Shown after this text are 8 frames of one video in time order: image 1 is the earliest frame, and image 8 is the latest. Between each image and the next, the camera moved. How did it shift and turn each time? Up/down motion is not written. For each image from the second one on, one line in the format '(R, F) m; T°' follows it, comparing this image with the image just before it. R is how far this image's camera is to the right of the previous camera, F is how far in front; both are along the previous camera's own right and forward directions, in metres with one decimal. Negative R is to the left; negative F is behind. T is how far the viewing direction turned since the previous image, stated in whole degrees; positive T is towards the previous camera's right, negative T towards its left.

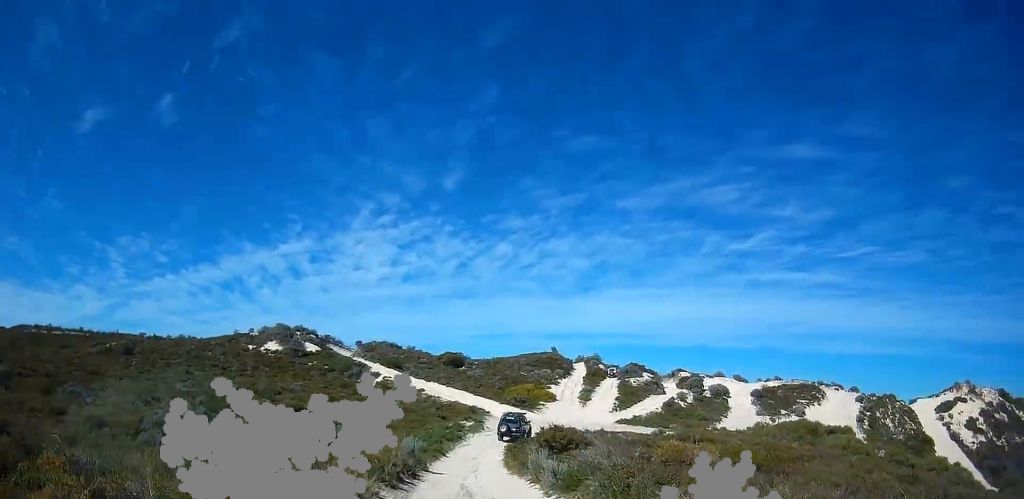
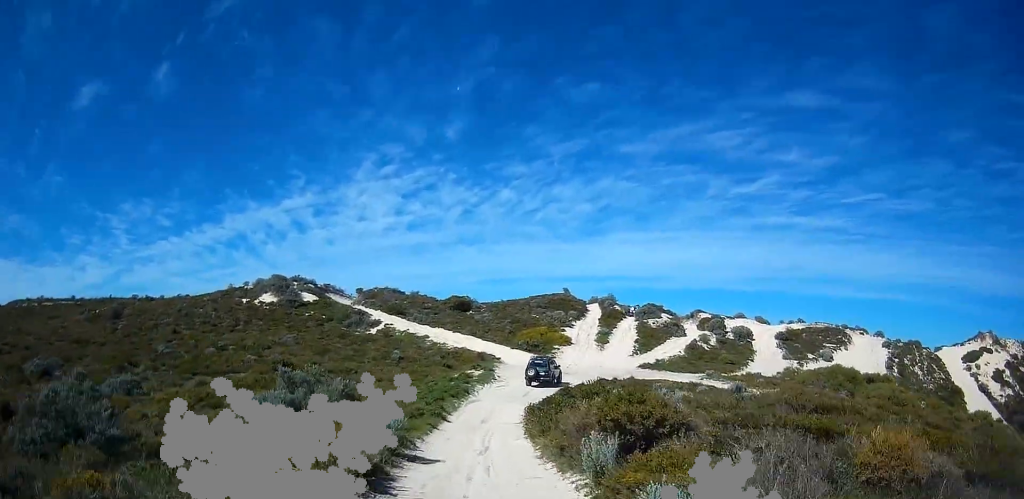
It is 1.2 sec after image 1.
(0.0, +6.2) m; 0°
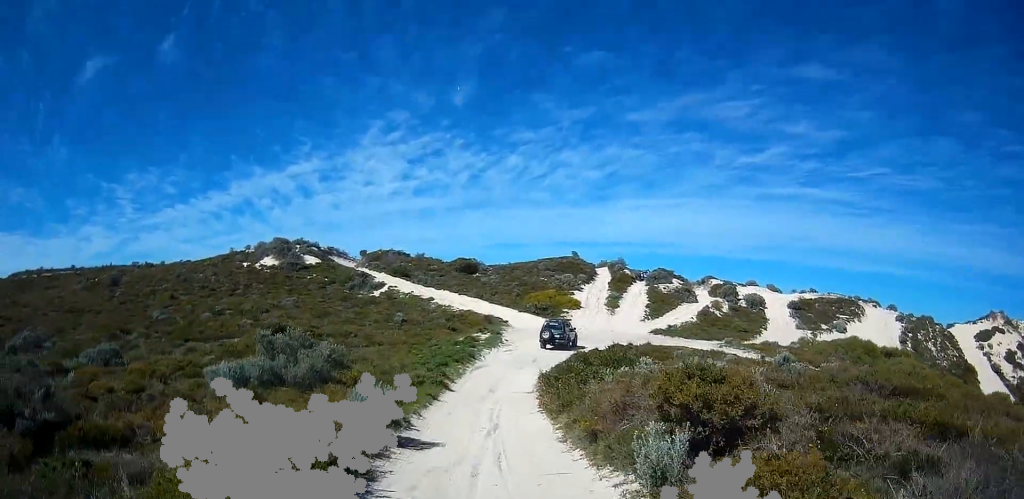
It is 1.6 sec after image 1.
(0.0, +2.3) m; 0°
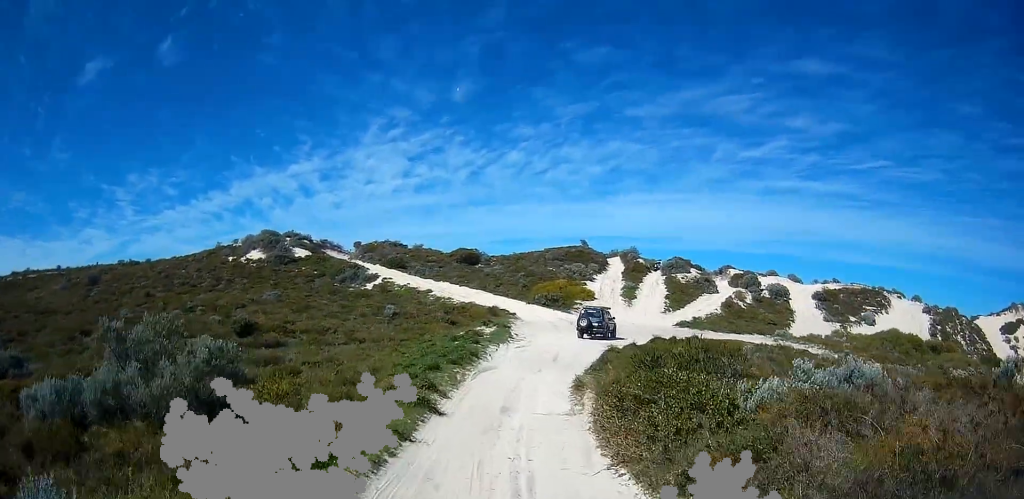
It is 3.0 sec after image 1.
(0.0, +7.2) m; 0°
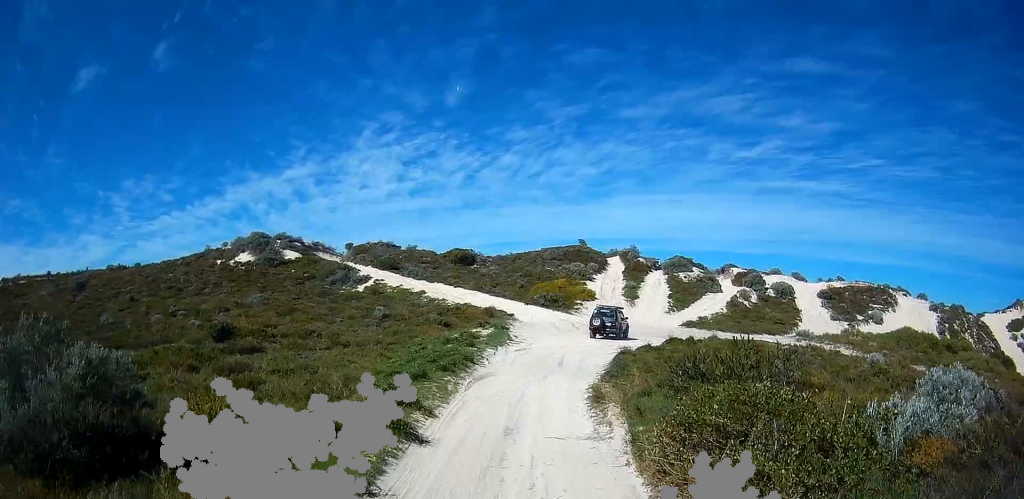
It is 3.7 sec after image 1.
(0.0, +3.0) m; 0°
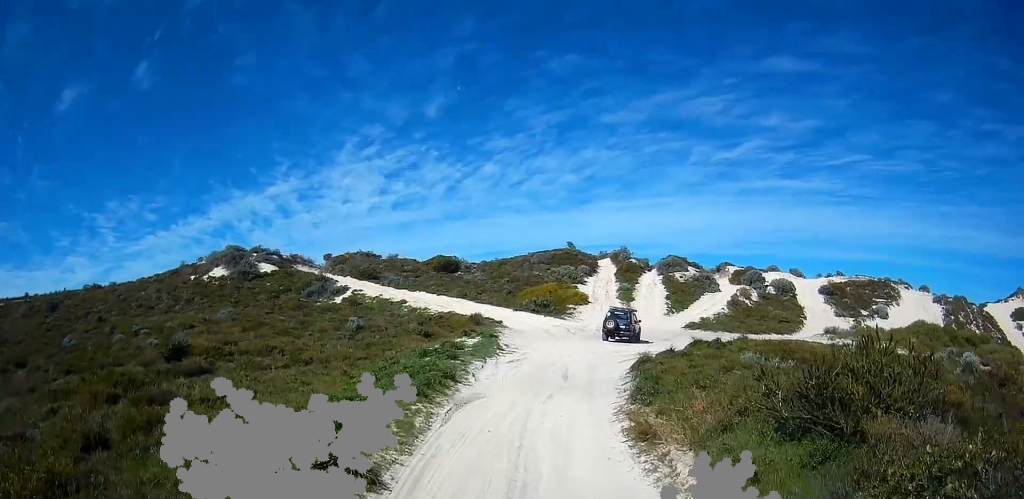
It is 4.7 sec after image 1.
(0.0, +4.5) m; 0°
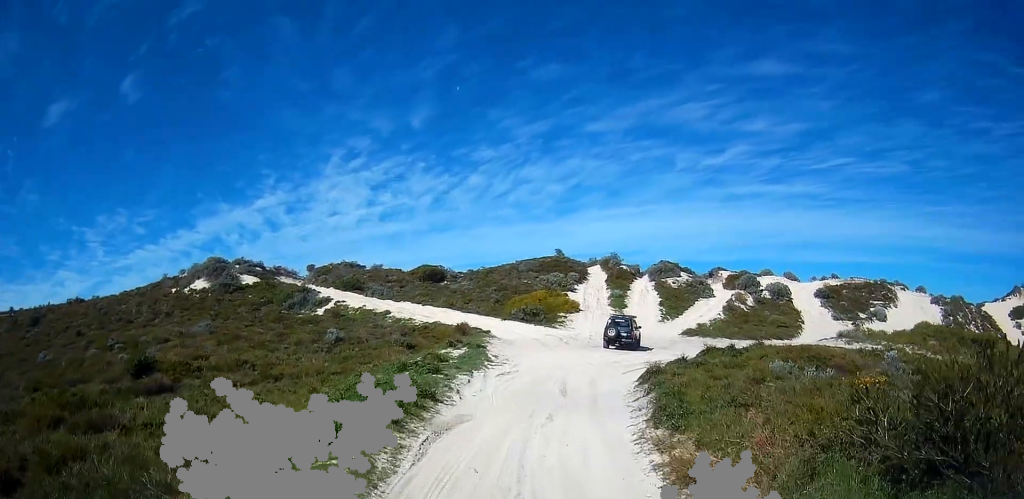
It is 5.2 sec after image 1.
(0.0, +2.3) m; 0°
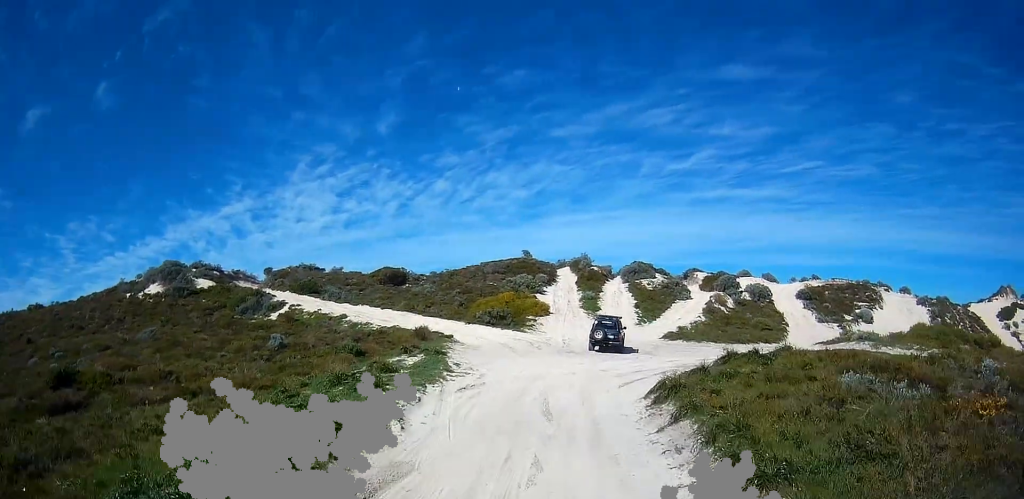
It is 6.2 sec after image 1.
(0.0, +4.2) m; +4°
